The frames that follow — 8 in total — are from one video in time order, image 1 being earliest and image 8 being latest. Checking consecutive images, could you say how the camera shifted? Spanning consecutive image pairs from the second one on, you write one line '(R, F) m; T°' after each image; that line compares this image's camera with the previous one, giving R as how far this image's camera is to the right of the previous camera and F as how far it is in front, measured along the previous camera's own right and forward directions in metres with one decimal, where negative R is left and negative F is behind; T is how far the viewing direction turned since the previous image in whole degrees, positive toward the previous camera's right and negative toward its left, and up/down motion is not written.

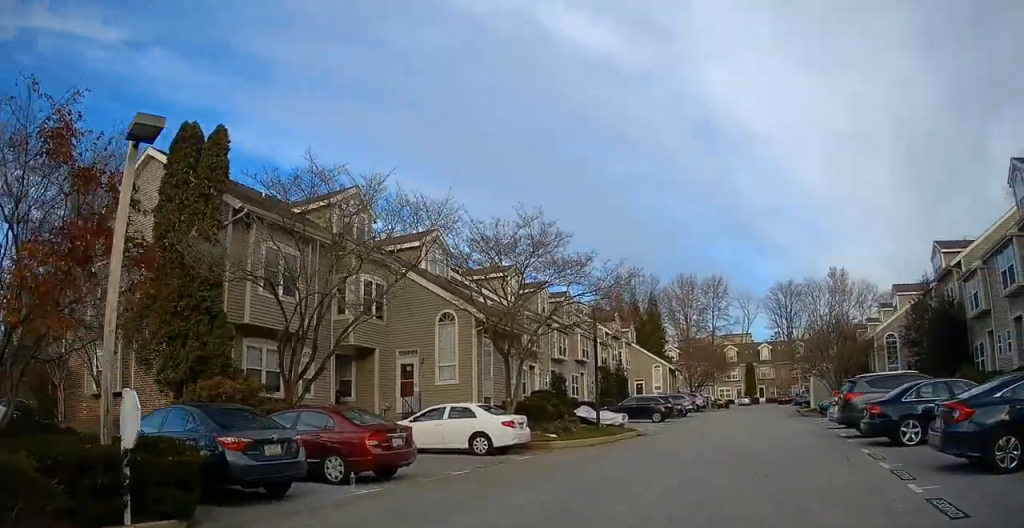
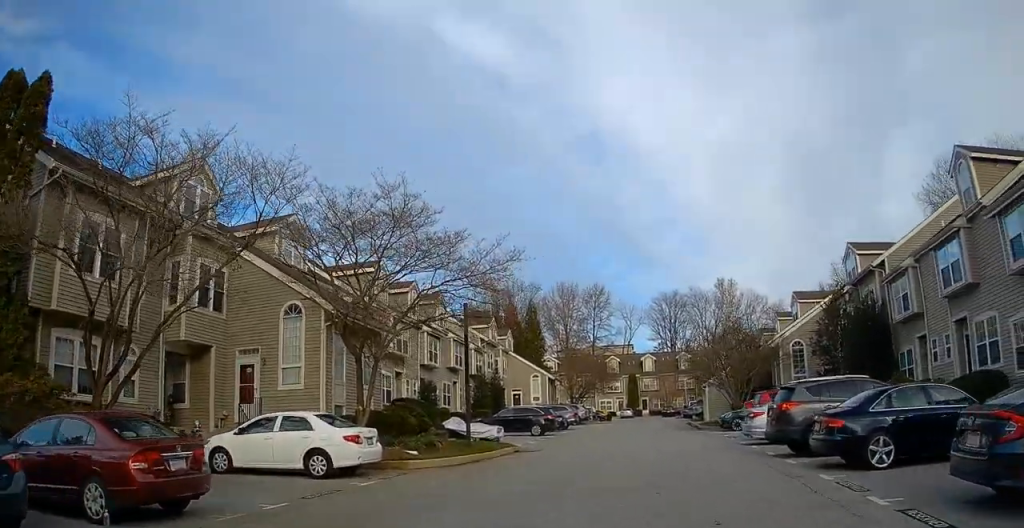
(+0.4, +3.9) m; +5°
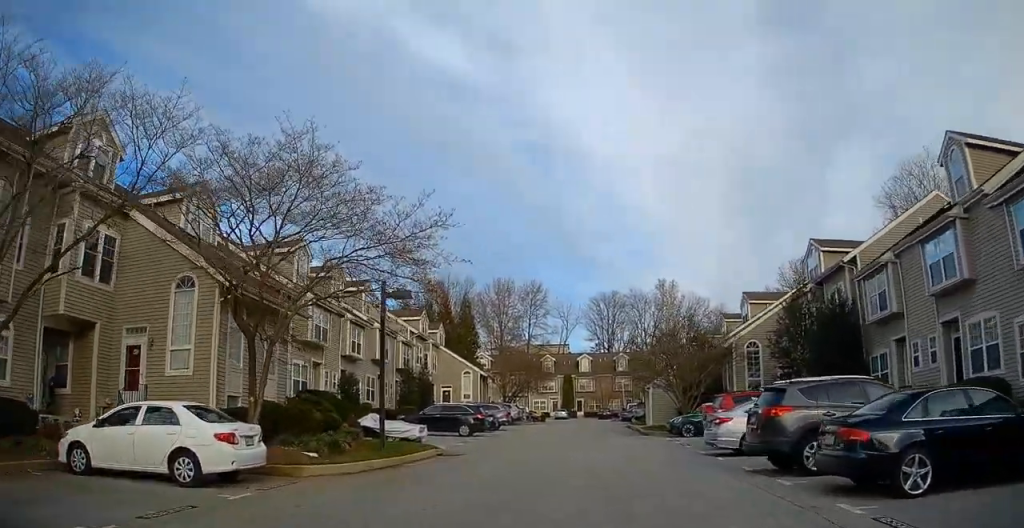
(-0.1, +3.2) m; +1°
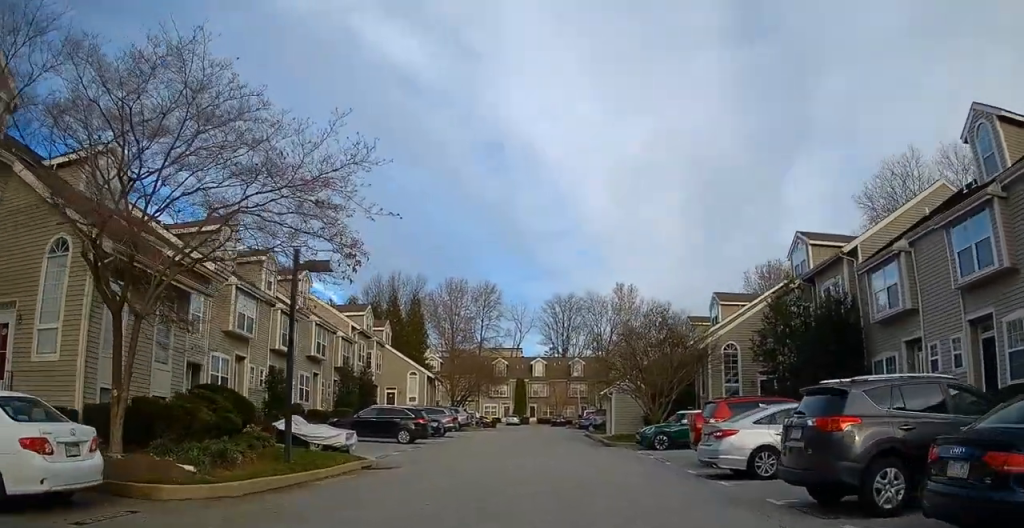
(+0.1, +3.9) m; +4°
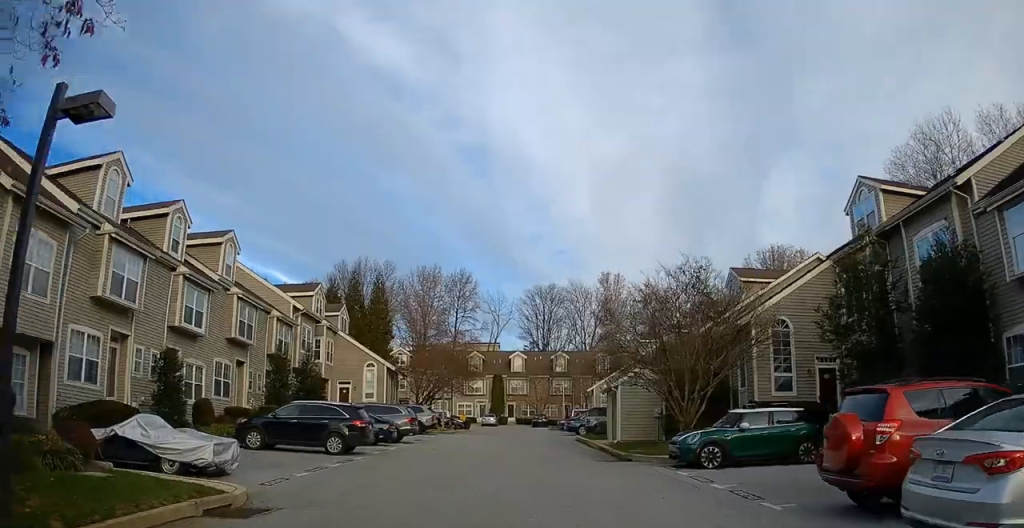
(+0.5, +8.1) m; +3°
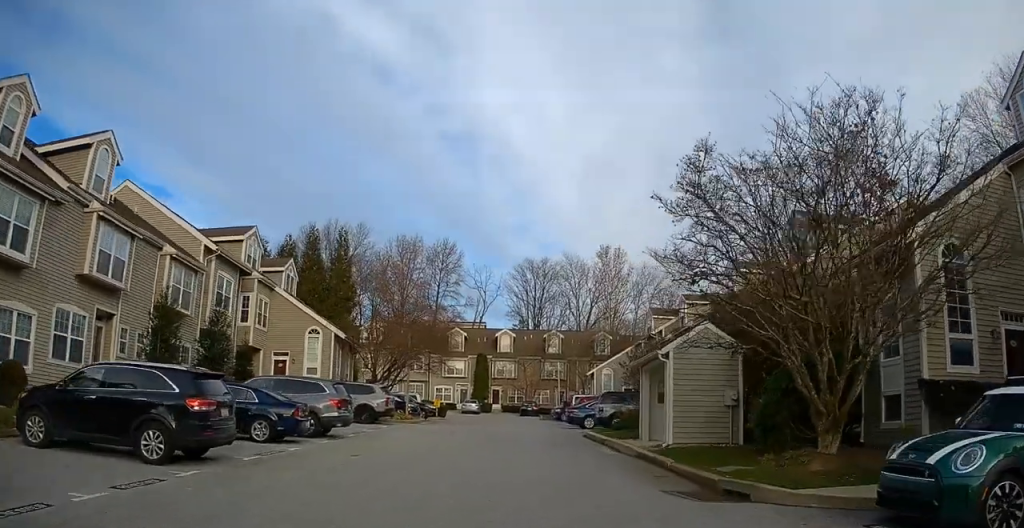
(-0.6, +10.1) m; -1°
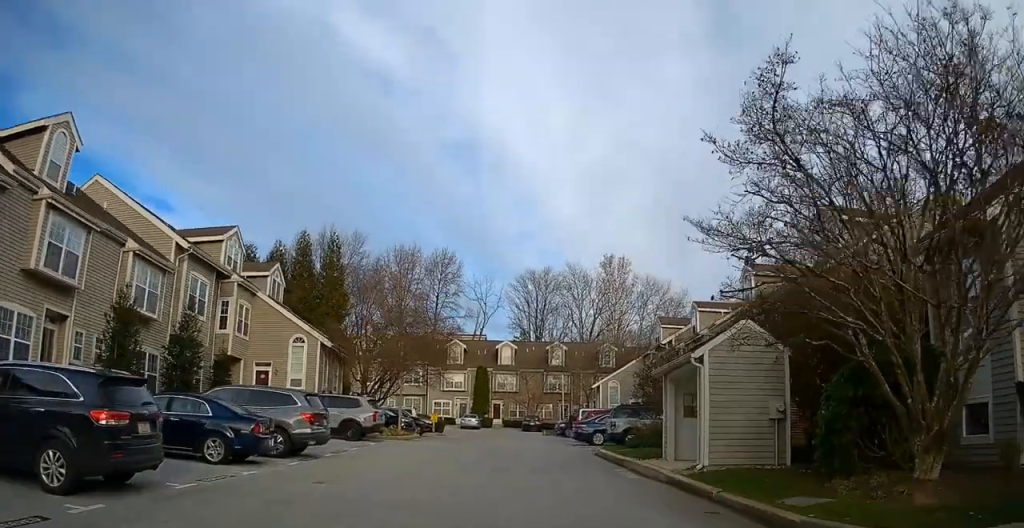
(+0.1, +2.8) m; +1°
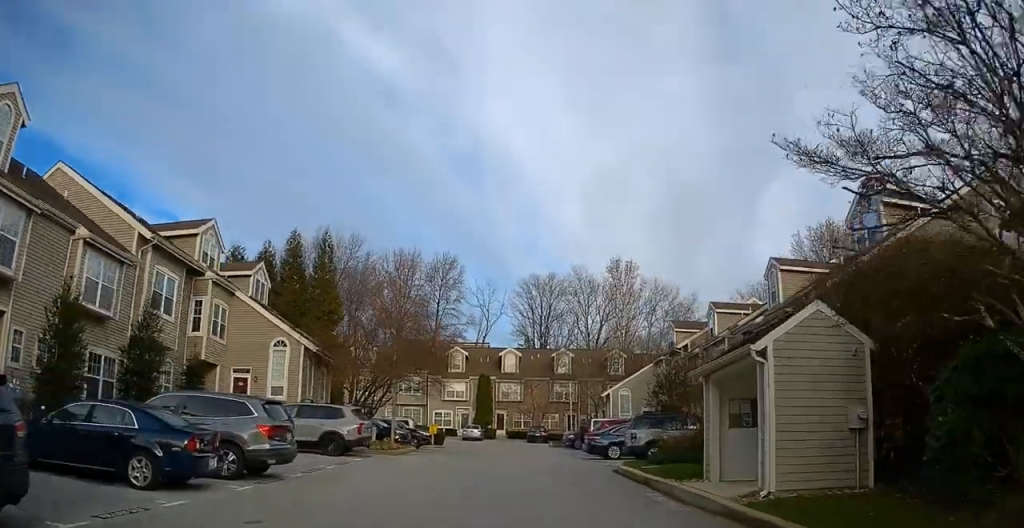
(+0.1, +3.2) m; +2°
